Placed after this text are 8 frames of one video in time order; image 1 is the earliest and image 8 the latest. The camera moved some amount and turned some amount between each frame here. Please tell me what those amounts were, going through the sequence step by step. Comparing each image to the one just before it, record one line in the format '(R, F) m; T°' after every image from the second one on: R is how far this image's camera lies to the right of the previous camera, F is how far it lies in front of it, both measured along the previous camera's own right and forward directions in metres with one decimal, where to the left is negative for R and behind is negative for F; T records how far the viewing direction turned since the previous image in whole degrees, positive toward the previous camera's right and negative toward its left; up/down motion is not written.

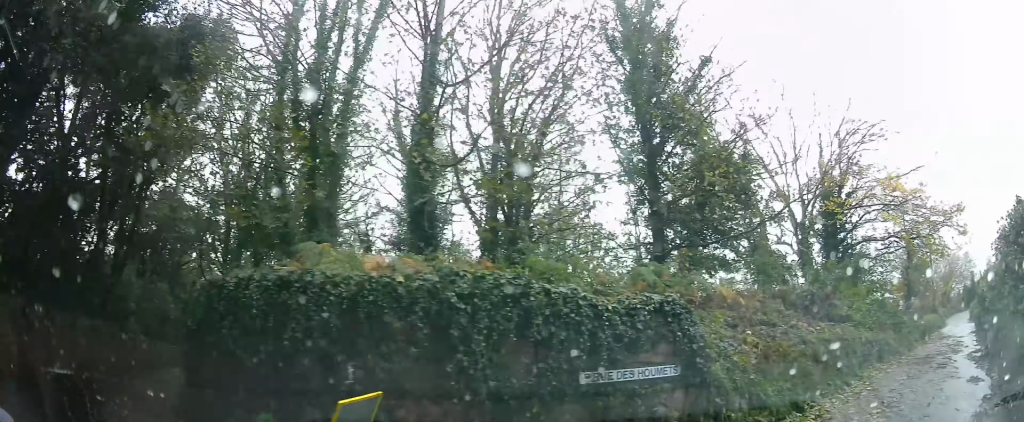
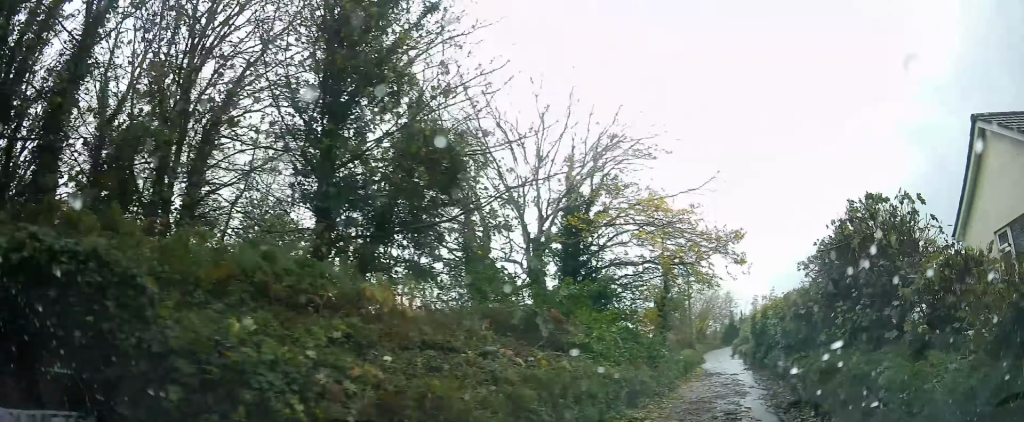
(+0.3, +3.5) m; +22°
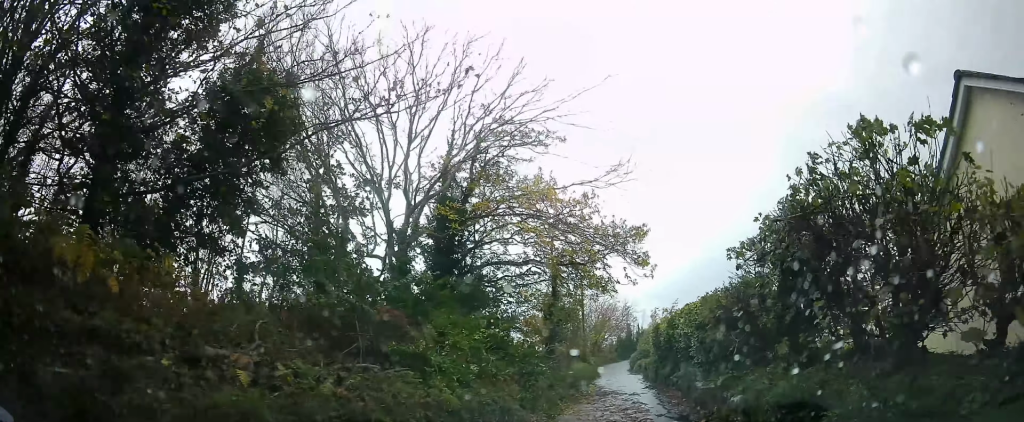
(+0.4, +2.1) m; +20°
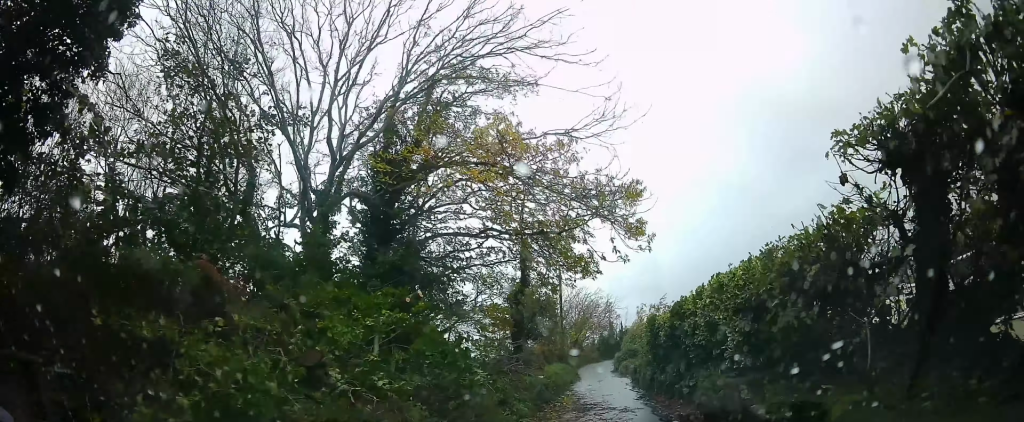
(+0.7, +3.1) m; +20°
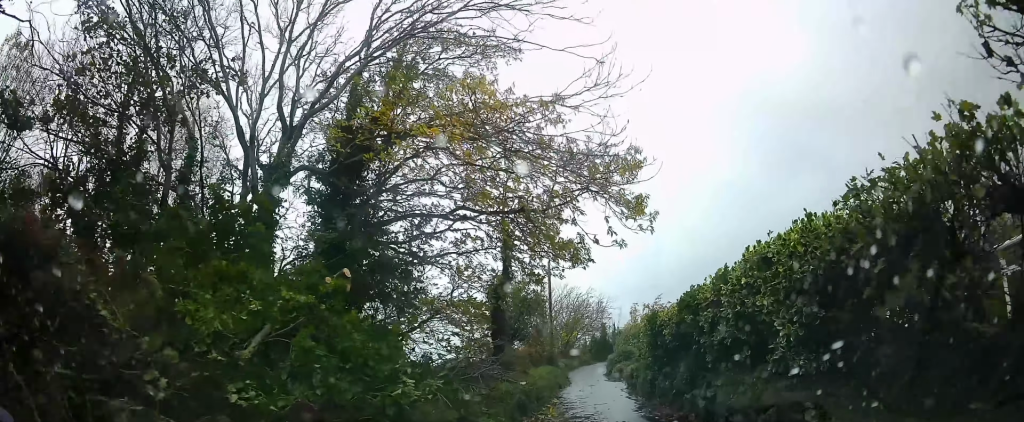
(0.0, +1.7) m; +8°
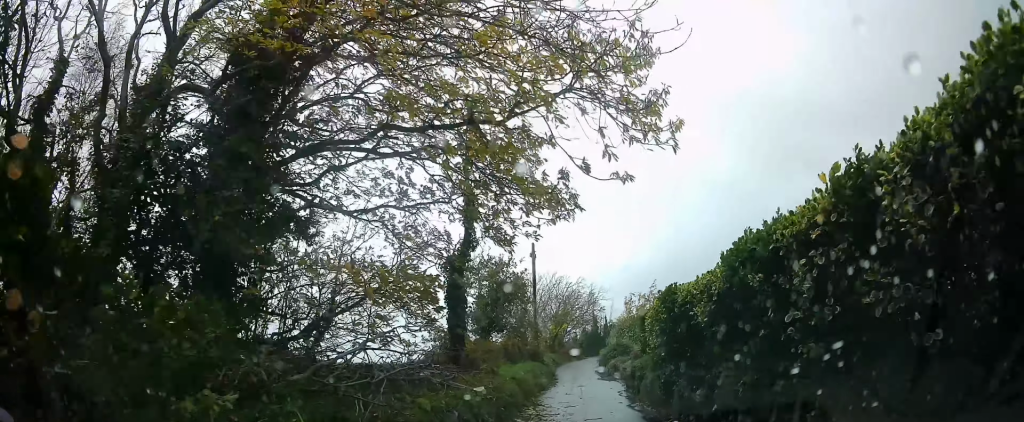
(+0.5, +3.5) m; +10°
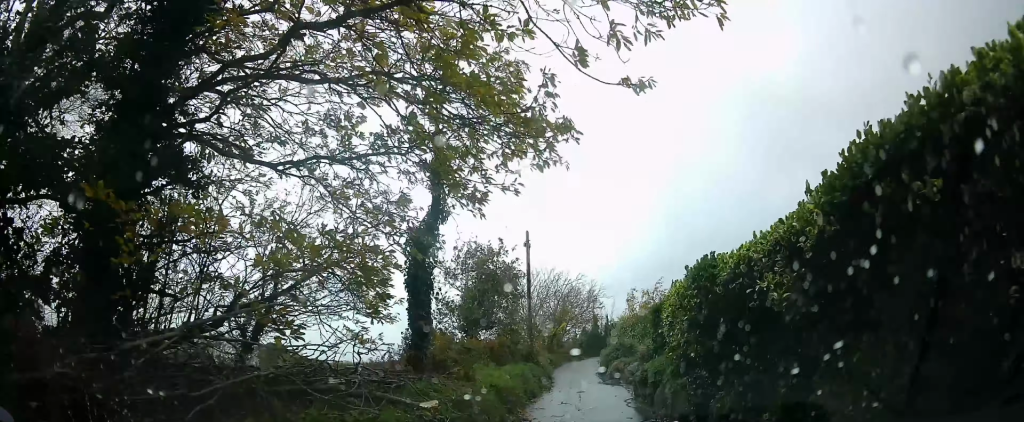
(+0.2, +2.6) m; +5°
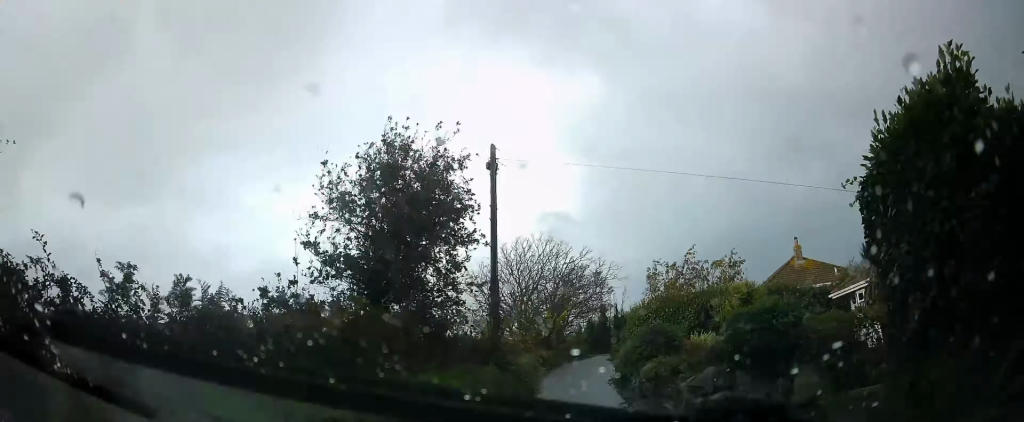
(-1.5, +10.8) m; -9°
